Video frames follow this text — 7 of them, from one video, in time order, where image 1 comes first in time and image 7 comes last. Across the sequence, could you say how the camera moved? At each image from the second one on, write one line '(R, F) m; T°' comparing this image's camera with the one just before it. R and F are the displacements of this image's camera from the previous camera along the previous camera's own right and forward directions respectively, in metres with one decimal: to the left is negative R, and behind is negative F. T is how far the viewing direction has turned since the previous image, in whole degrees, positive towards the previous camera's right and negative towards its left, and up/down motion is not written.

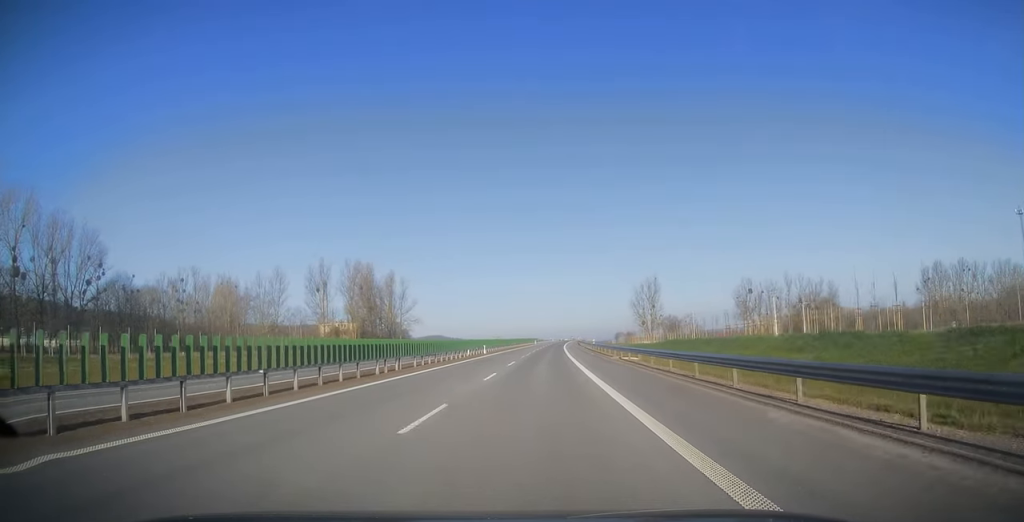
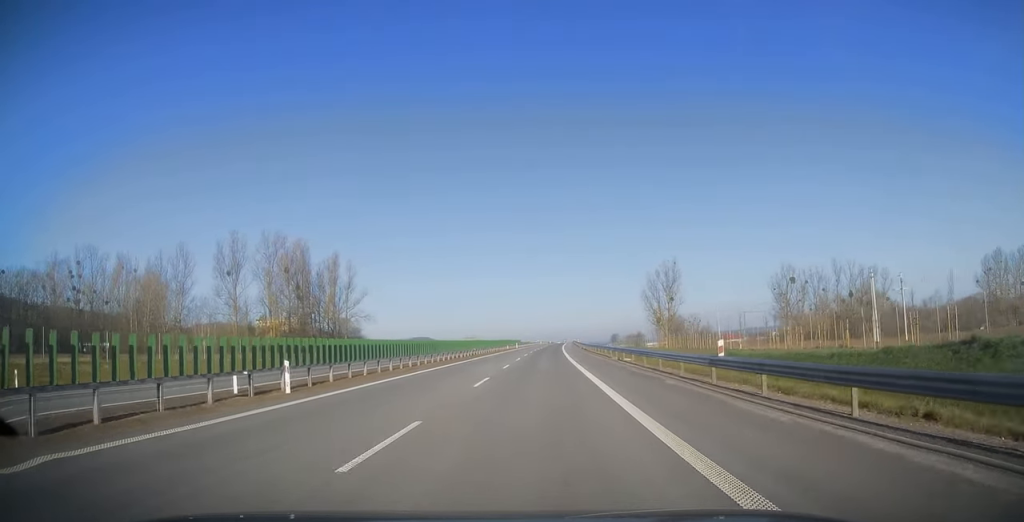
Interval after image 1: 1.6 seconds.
(+0.6, +50.4) m; +1°
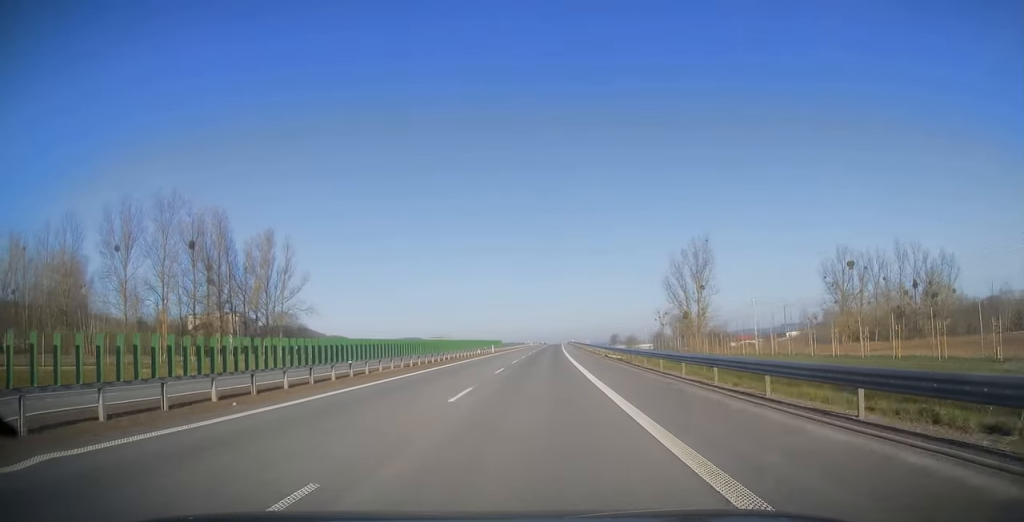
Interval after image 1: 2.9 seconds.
(+0.1, +40.3) m; +1°
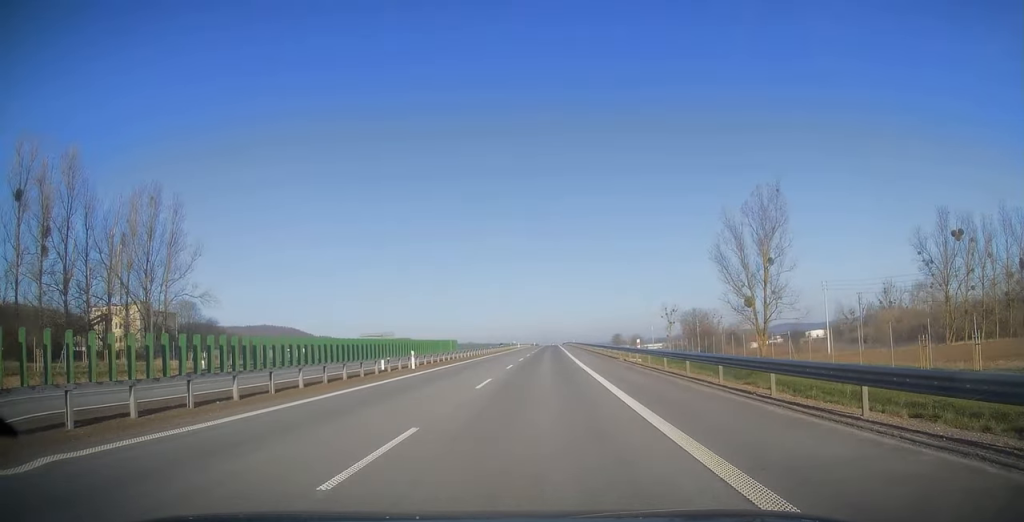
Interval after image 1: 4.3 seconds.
(+0.6, +43.8) m; +1°
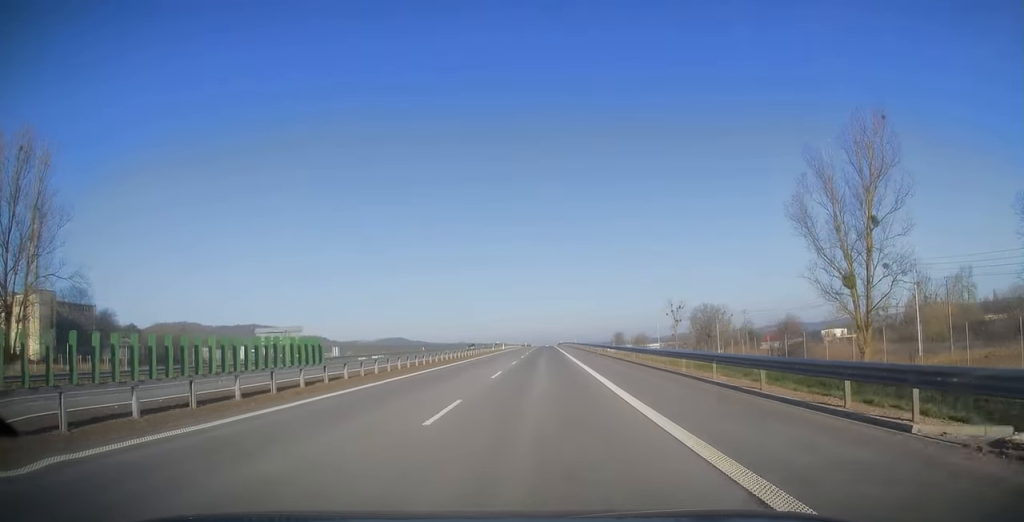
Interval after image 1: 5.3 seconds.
(0.0, +31.3) m; 0°
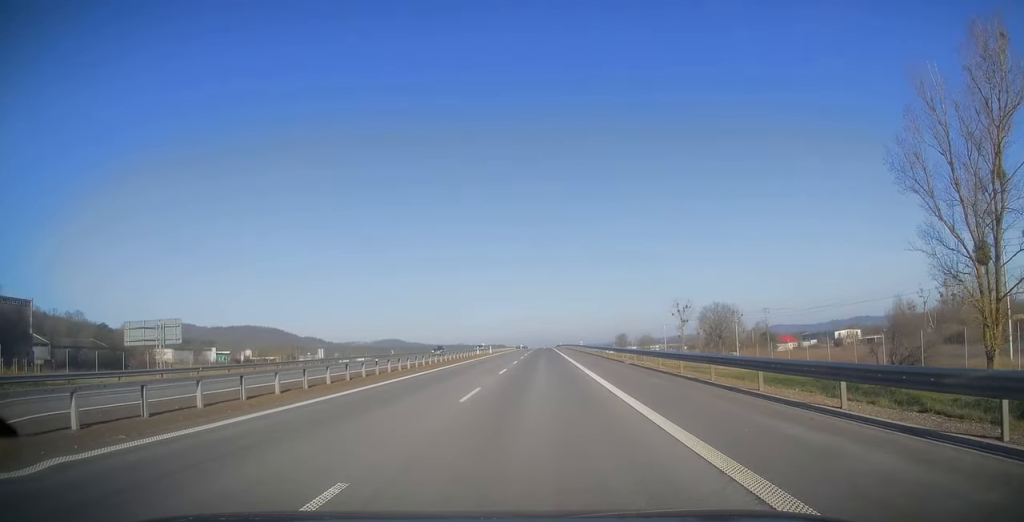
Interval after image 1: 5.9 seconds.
(0.0, +19.8) m; 0°
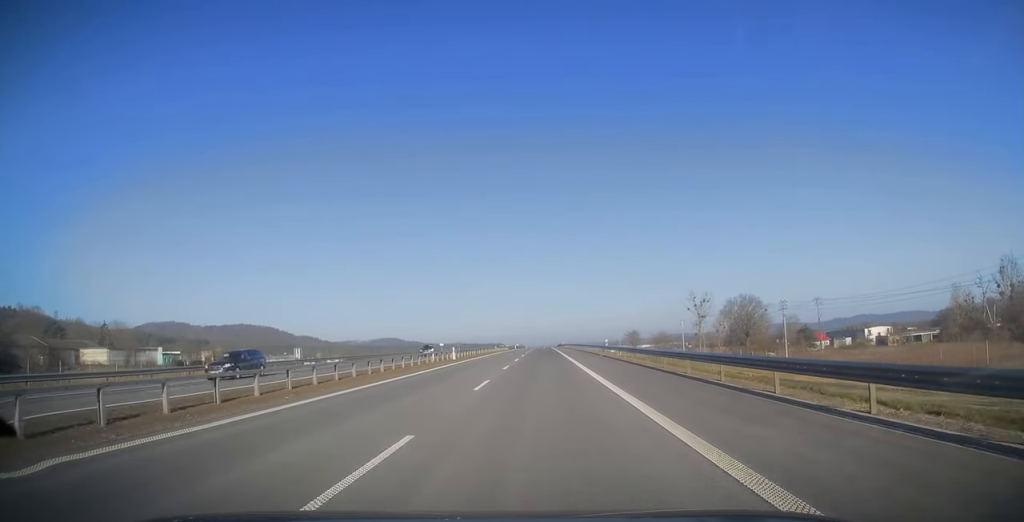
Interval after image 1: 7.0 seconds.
(+0.1, +32.9) m; +1°
